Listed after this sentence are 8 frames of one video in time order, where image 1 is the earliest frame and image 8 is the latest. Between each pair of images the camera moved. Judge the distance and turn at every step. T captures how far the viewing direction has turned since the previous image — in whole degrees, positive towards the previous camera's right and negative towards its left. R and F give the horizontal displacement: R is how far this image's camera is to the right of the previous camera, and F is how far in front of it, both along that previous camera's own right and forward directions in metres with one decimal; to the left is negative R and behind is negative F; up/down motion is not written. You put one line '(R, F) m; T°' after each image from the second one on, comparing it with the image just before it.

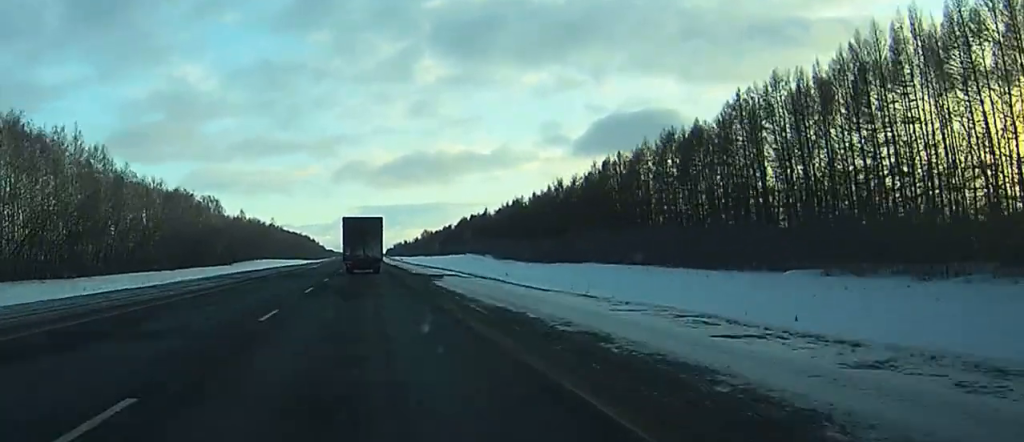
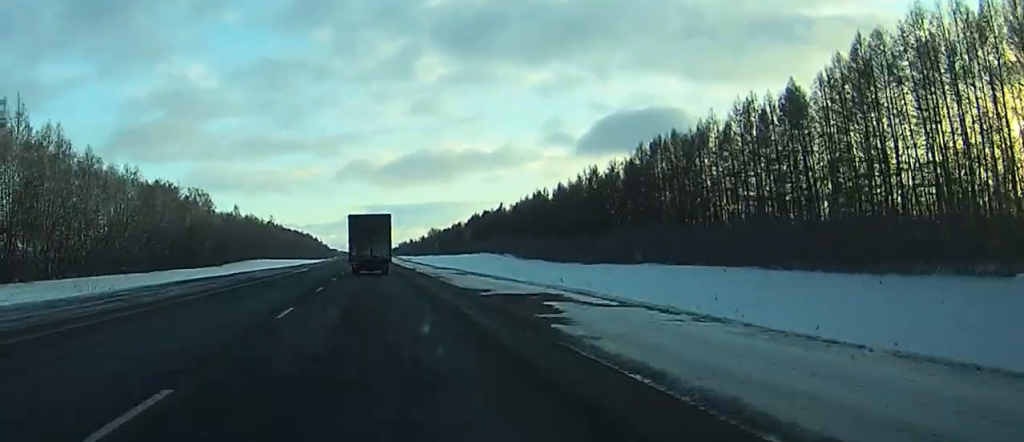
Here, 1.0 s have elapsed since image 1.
(0.0, +23.3) m; 0°
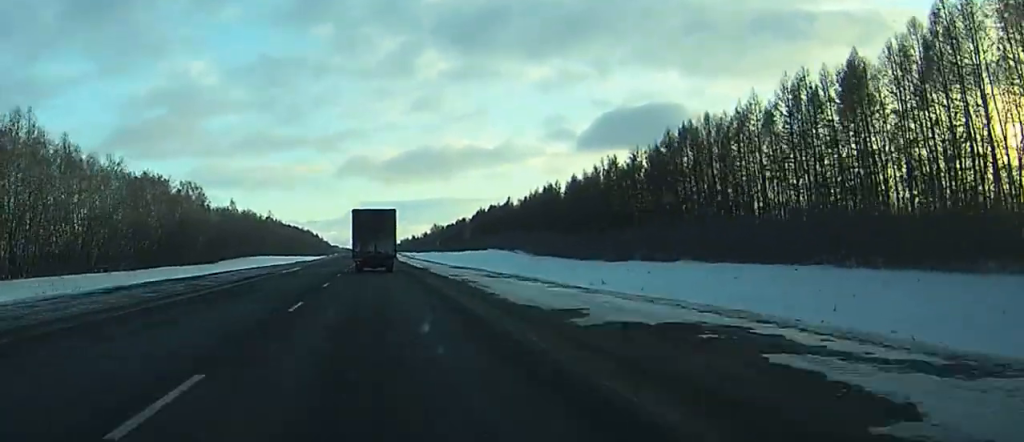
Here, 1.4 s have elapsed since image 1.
(0.0, +11.2) m; 0°
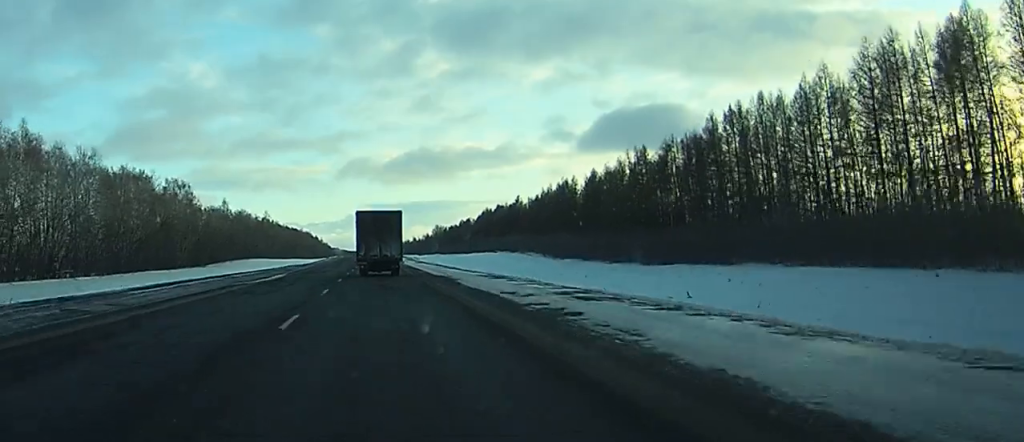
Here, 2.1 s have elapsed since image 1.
(0.0, +15.1) m; 0°
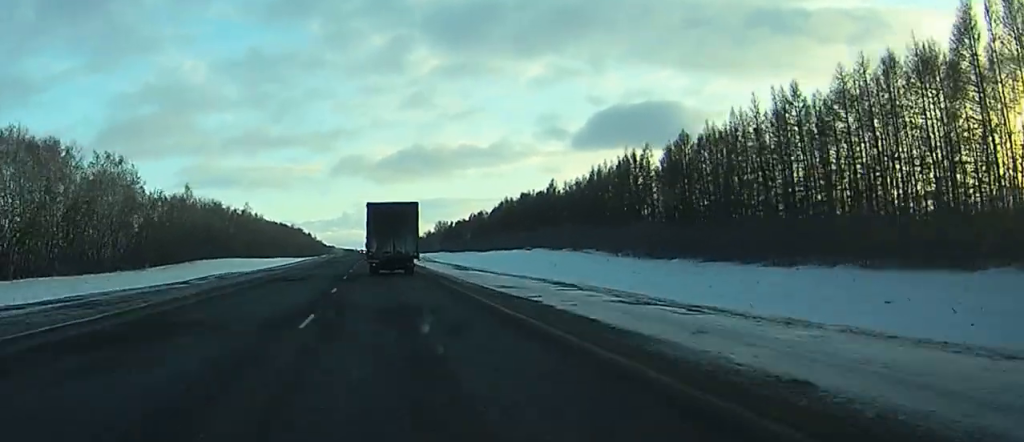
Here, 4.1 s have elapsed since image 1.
(+1.1, +48.3) m; 0°
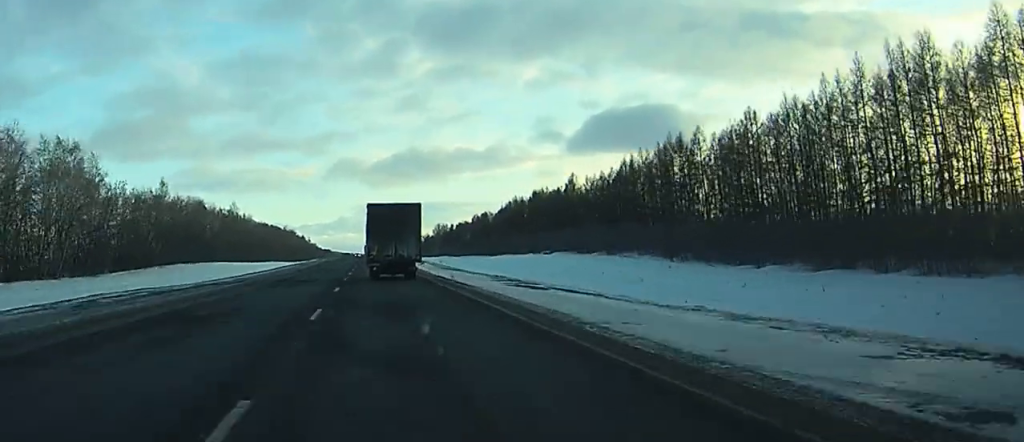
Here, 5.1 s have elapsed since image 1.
(-1.0, +22.0) m; -2°
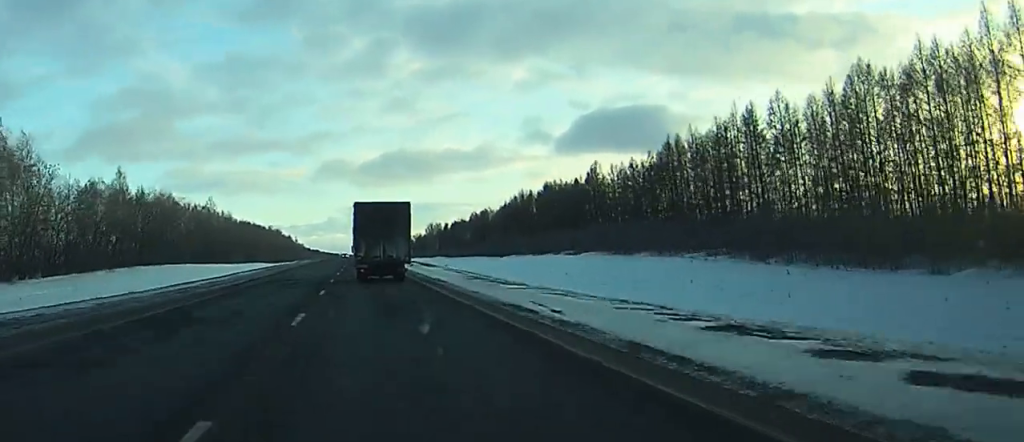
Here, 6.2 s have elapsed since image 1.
(+0.4, +24.7) m; +2°
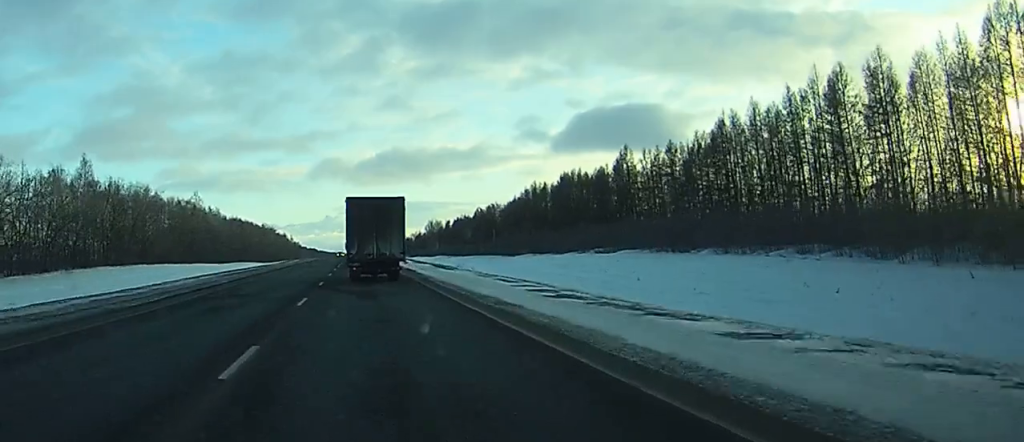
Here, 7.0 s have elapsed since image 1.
(+0.1, +18.6) m; 0°
